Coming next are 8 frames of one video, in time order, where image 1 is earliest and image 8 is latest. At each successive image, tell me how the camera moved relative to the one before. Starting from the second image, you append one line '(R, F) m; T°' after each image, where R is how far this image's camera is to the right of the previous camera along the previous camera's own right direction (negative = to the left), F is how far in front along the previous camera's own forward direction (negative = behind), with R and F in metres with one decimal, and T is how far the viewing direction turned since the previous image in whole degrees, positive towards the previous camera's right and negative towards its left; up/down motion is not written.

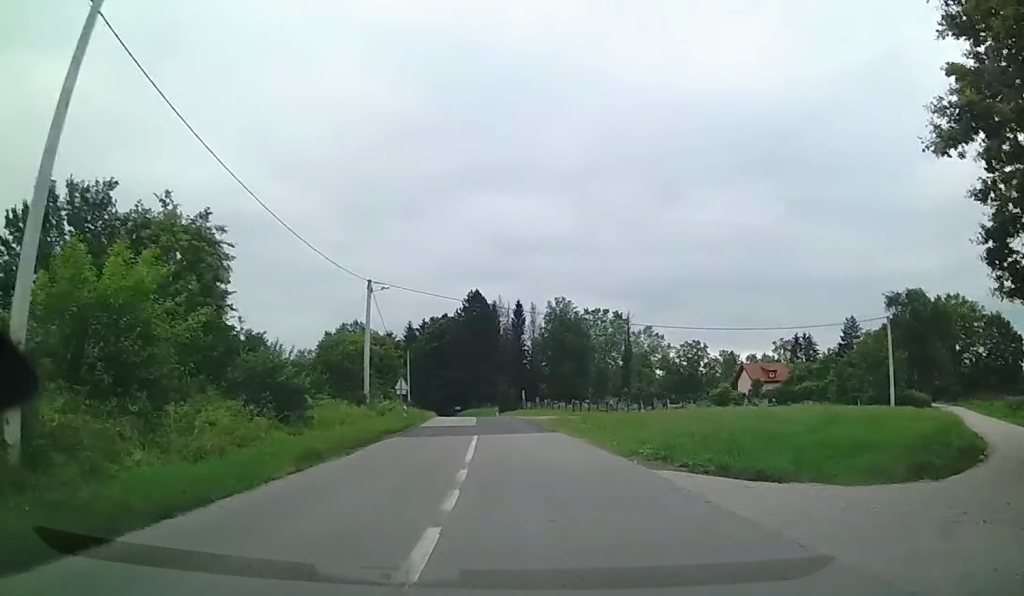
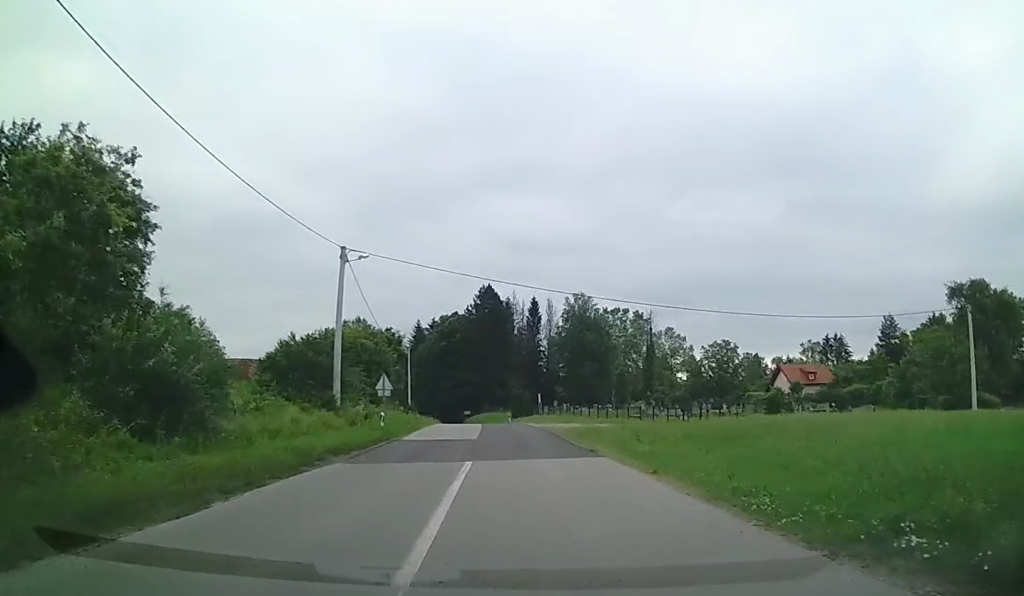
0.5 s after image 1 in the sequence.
(-0.1, +9.3) m; -1°
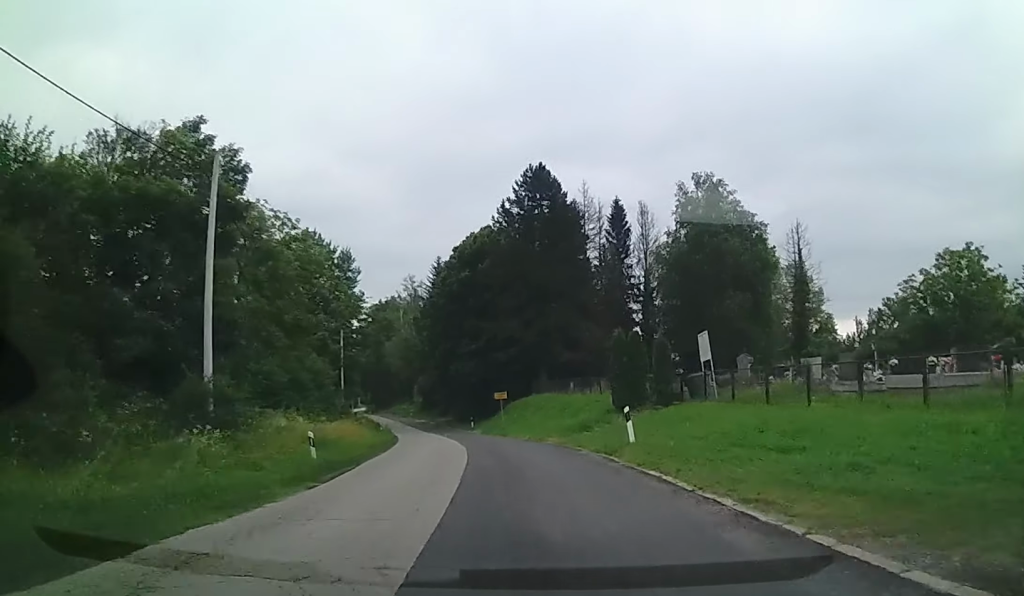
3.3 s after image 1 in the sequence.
(-3.6, +52.1) m; -9°
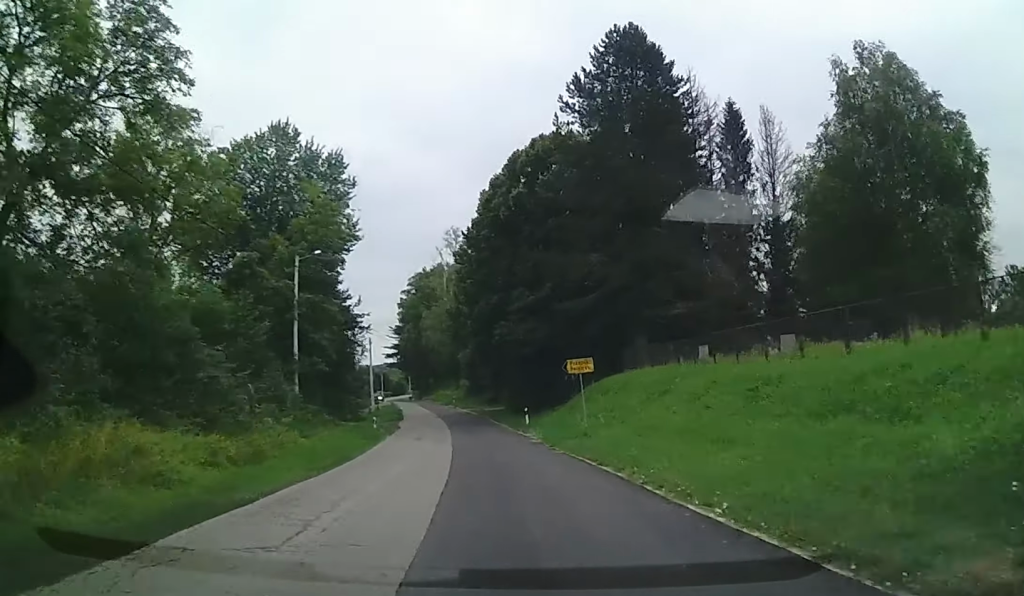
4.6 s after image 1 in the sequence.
(-0.3, +24.0) m; -3°
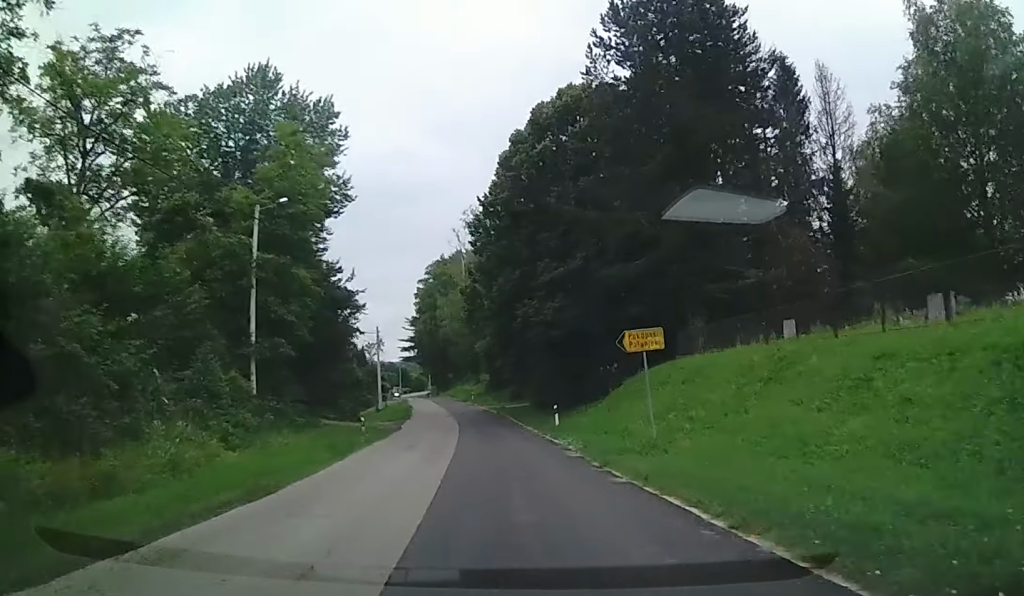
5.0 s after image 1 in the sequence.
(-0.1, +7.8) m; -2°
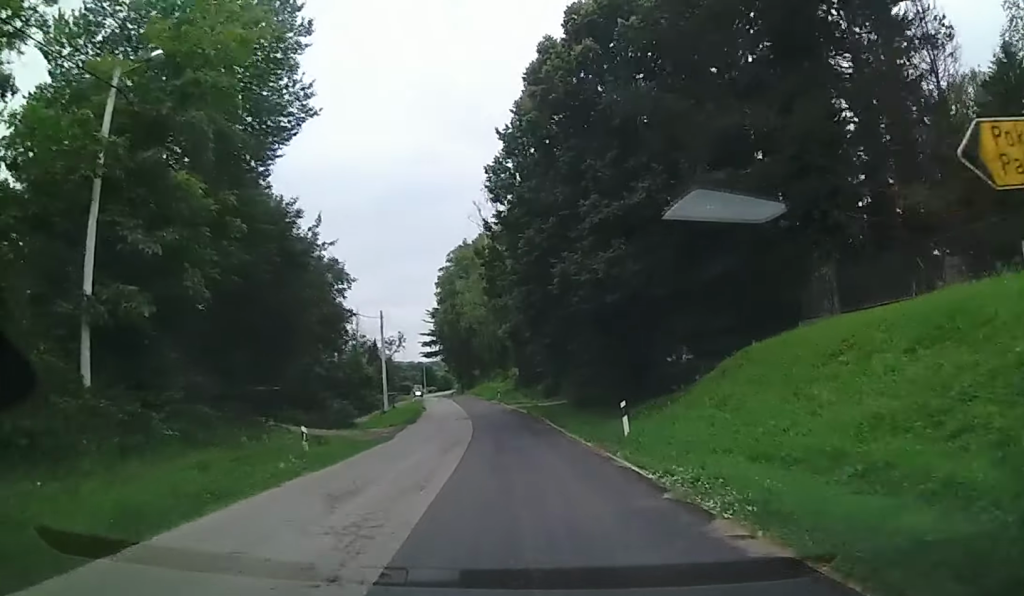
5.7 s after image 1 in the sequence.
(-0.3, +11.3) m; -1°
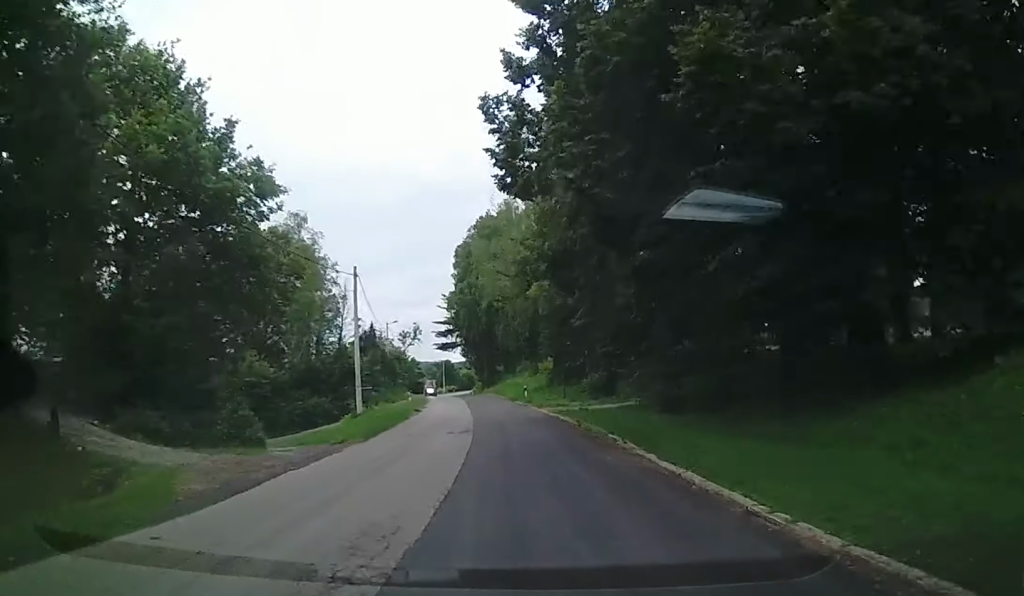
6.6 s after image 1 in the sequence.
(-0.3, +17.2) m; -3°
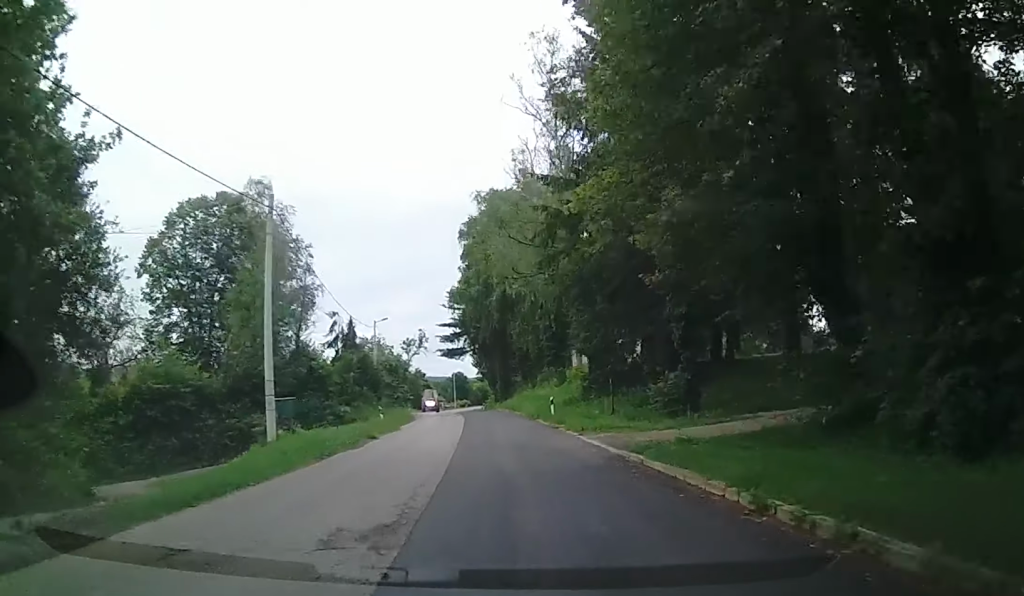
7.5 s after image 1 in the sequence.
(-0.3, +15.2) m; -4°
